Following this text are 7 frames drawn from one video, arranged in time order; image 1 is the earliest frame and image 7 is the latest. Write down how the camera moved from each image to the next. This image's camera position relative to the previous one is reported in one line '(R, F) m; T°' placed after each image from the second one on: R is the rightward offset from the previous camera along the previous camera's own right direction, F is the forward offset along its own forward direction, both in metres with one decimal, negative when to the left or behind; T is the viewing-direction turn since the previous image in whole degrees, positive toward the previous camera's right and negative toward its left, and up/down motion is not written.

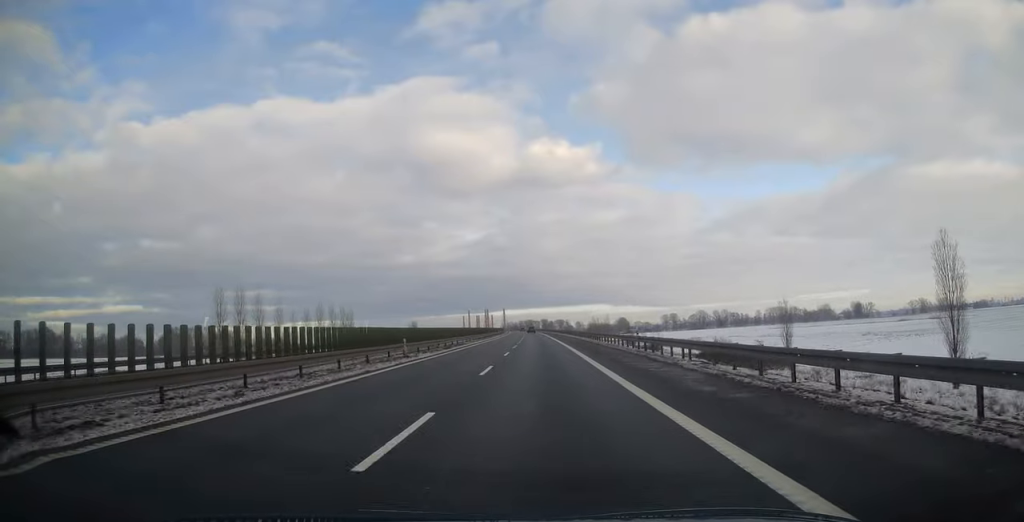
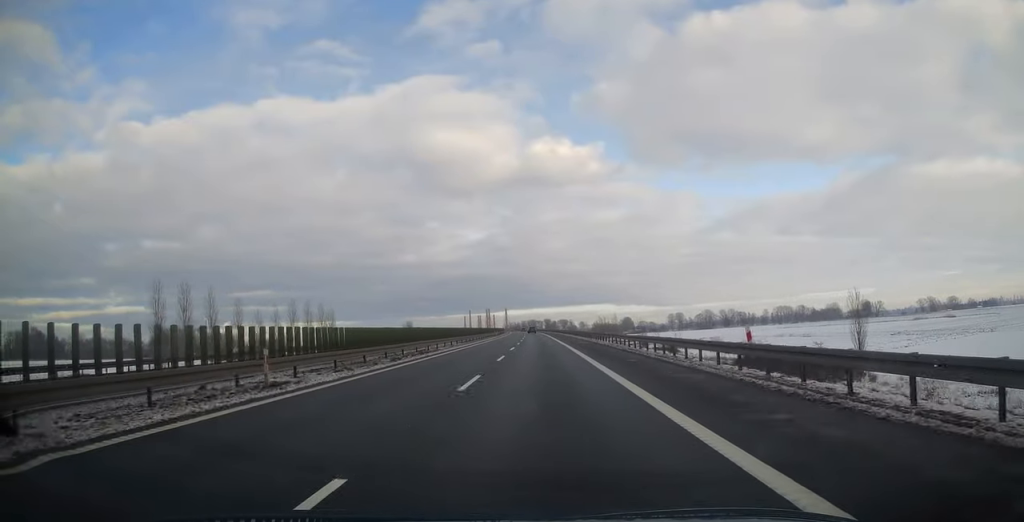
(-0.1, +16.4) m; -1°
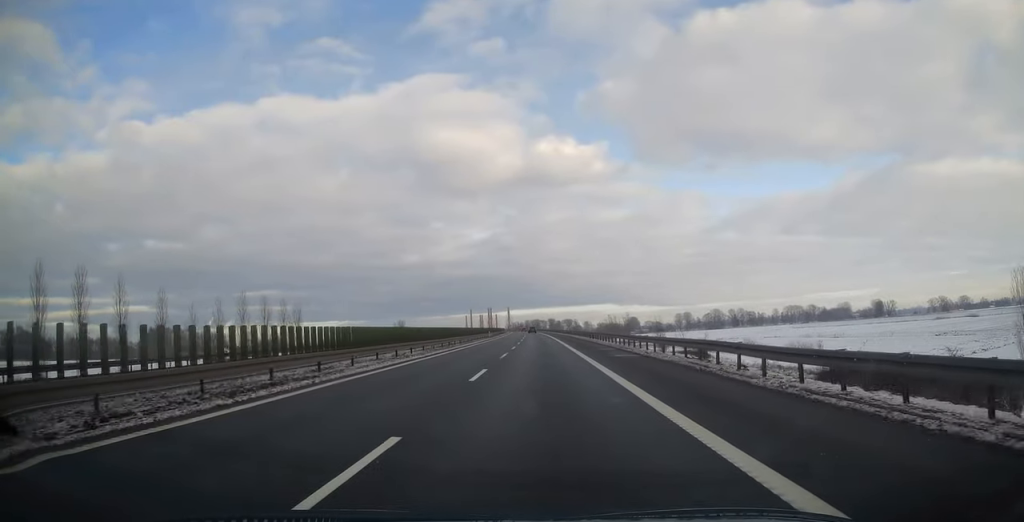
(-0.2, +21.7) m; 0°
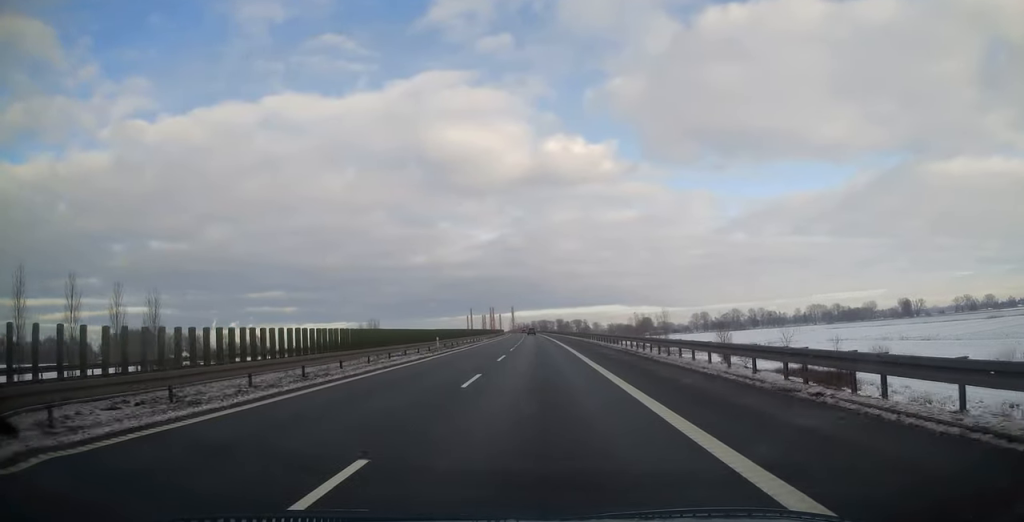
(+0.2, +49.2) m; 0°
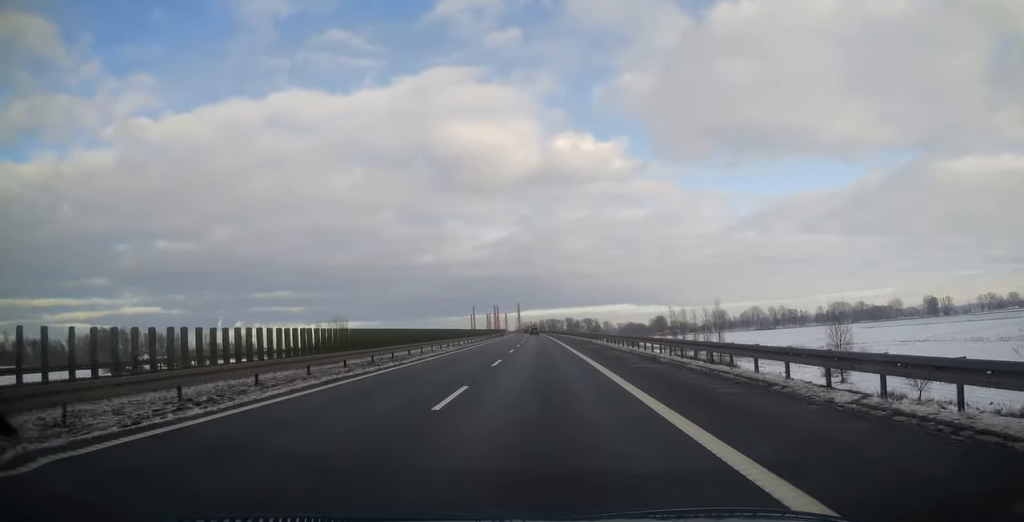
(-0.6, +39.7) m; -1°
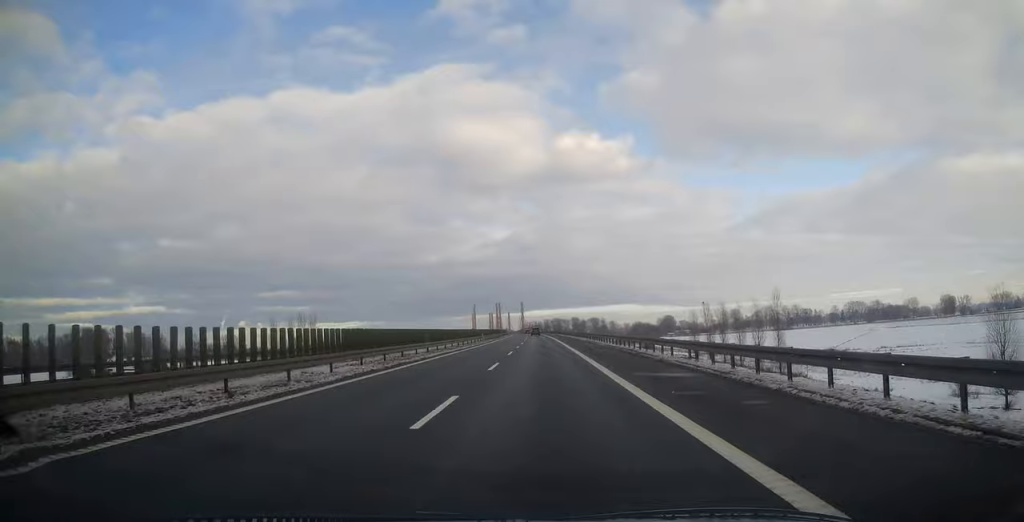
(0.0, +25.9) m; -1°
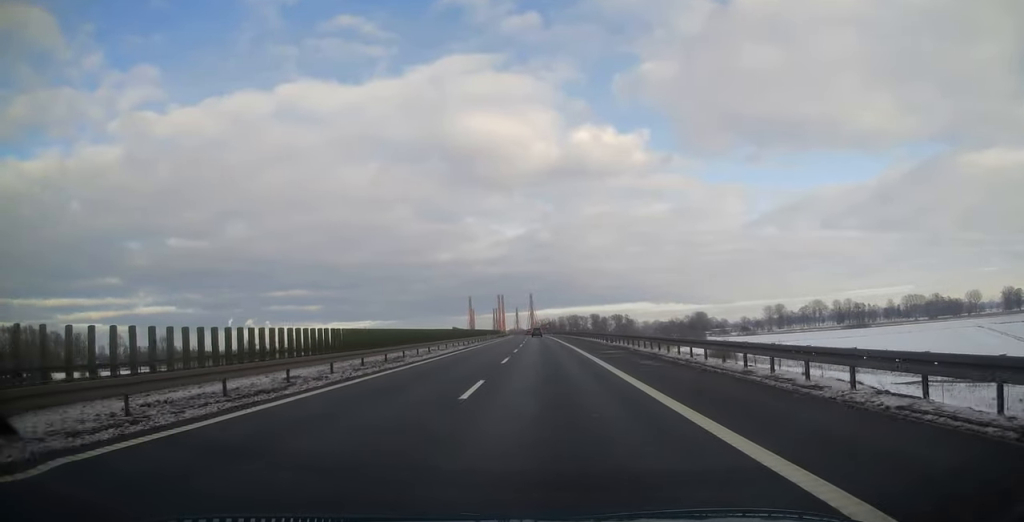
(-1.4, +92.2) m; -2°
